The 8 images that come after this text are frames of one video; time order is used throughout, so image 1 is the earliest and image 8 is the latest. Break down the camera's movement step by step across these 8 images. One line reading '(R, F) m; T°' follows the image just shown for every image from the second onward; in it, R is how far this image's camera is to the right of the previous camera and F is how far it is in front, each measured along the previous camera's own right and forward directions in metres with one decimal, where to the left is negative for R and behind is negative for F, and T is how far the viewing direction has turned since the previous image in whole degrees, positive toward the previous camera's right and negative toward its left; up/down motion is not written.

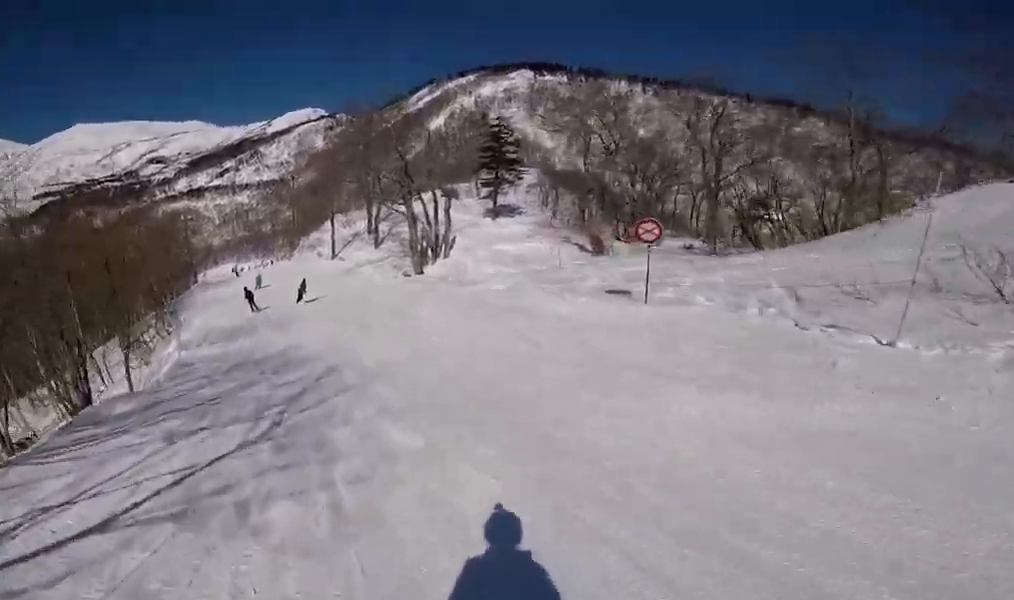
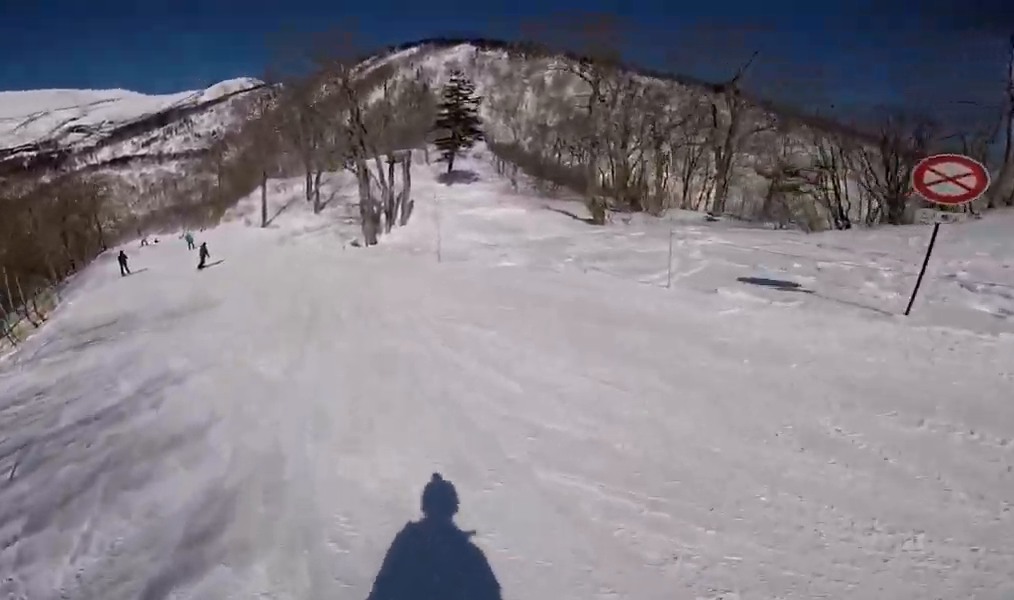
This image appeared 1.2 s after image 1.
(+1.2, +5.9) m; +11°
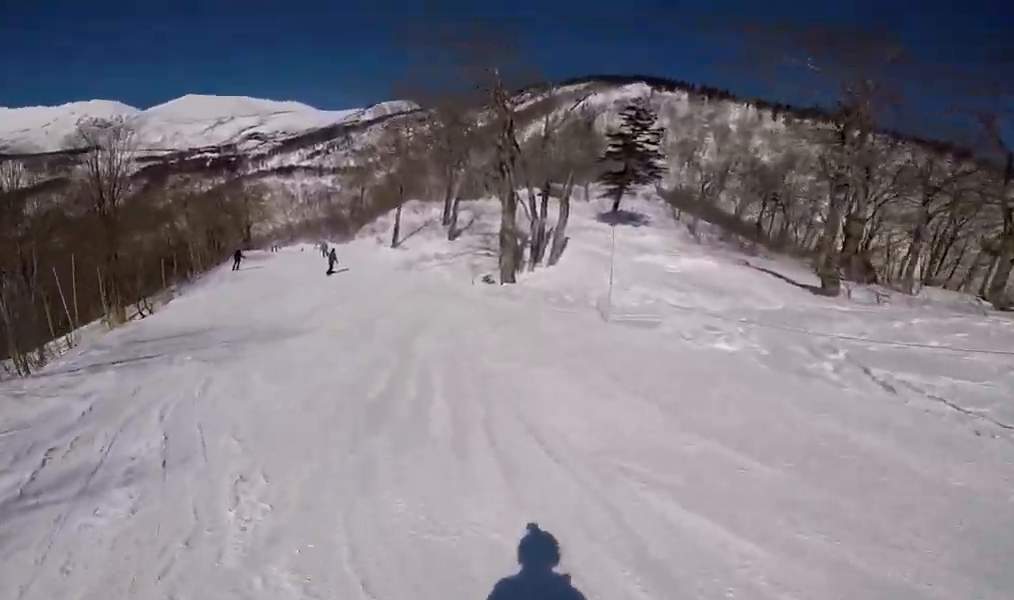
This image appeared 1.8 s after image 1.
(+0.6, +3.6) m; -8°
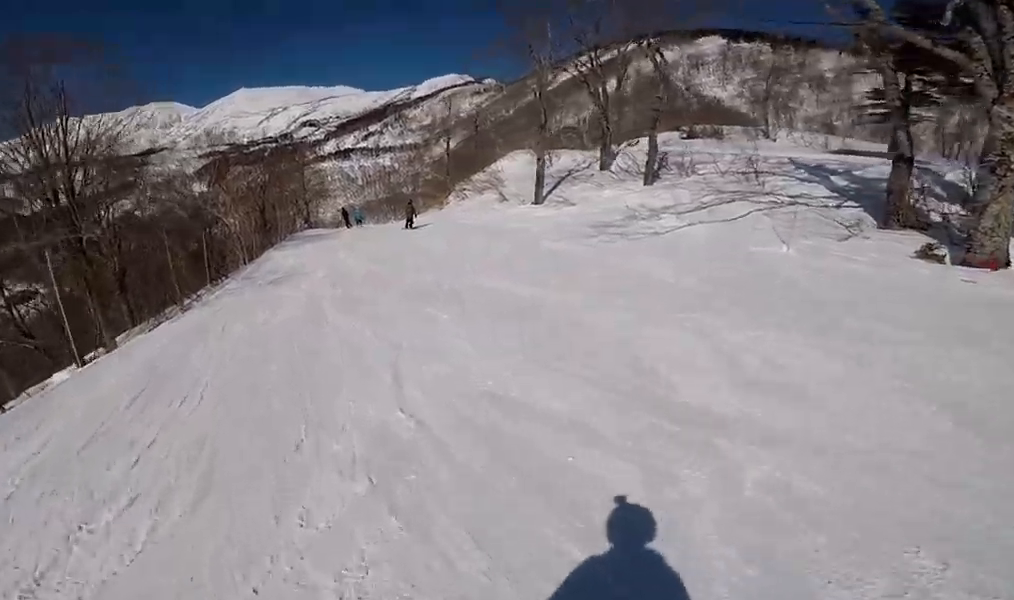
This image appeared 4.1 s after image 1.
(-3.3, +13.6) m; -6°
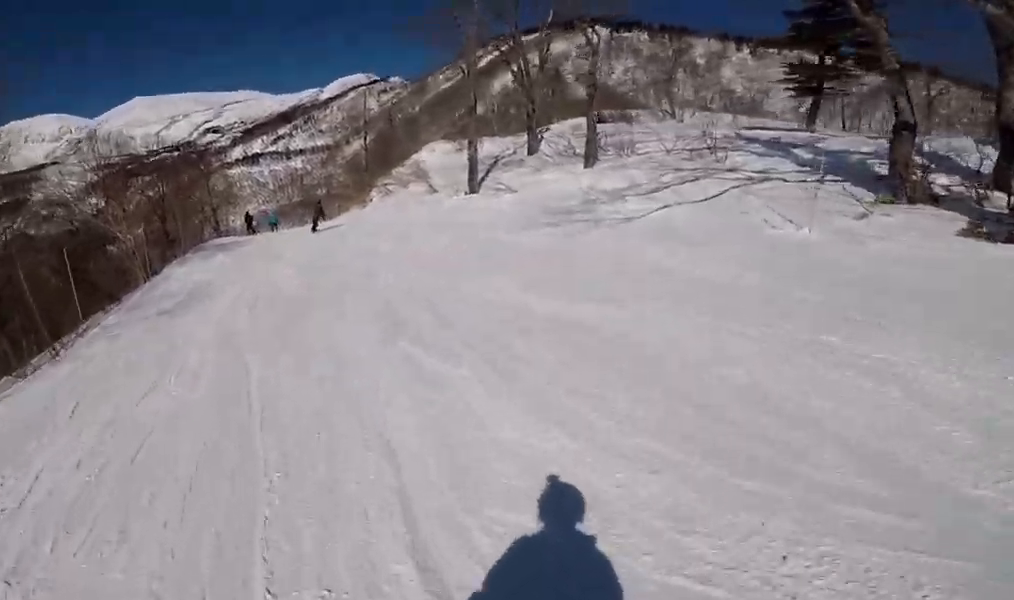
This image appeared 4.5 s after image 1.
(+0.4, +2.8) m; 0°
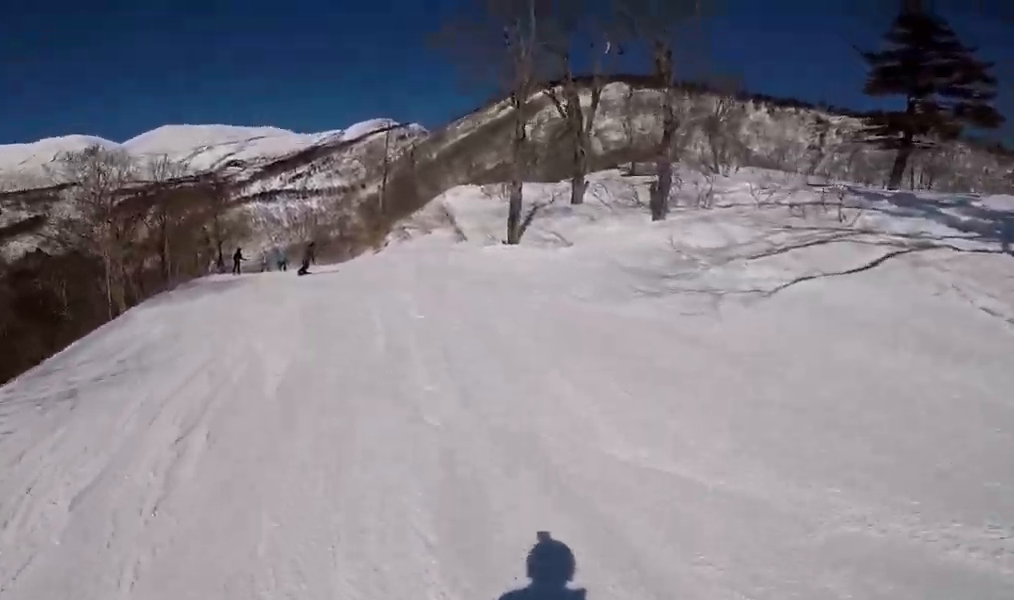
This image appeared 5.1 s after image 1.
(+0.1, +3.5) m; +1°
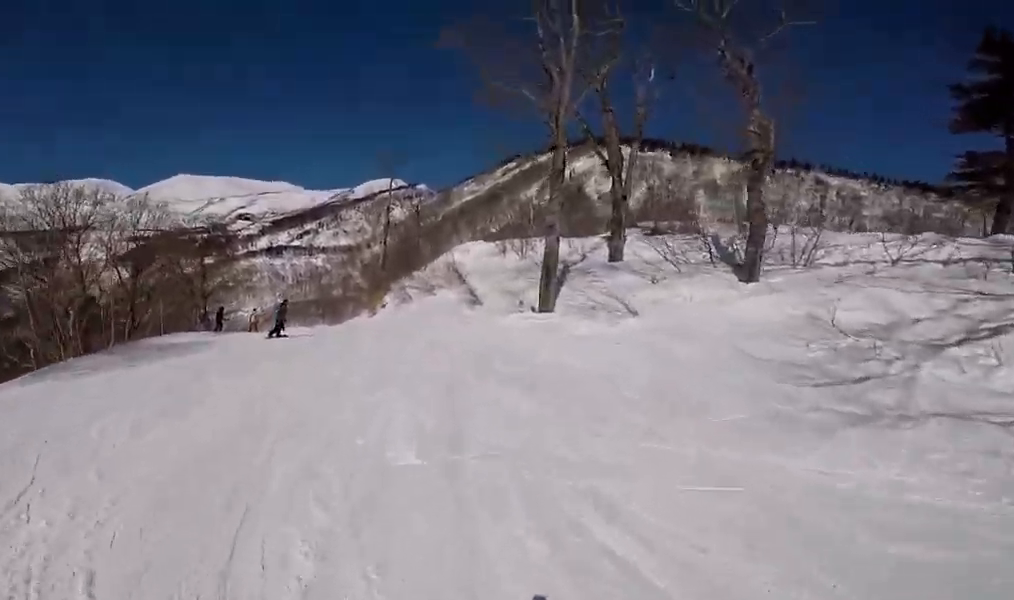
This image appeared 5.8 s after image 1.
(-0.8, +4.3) m; +6°
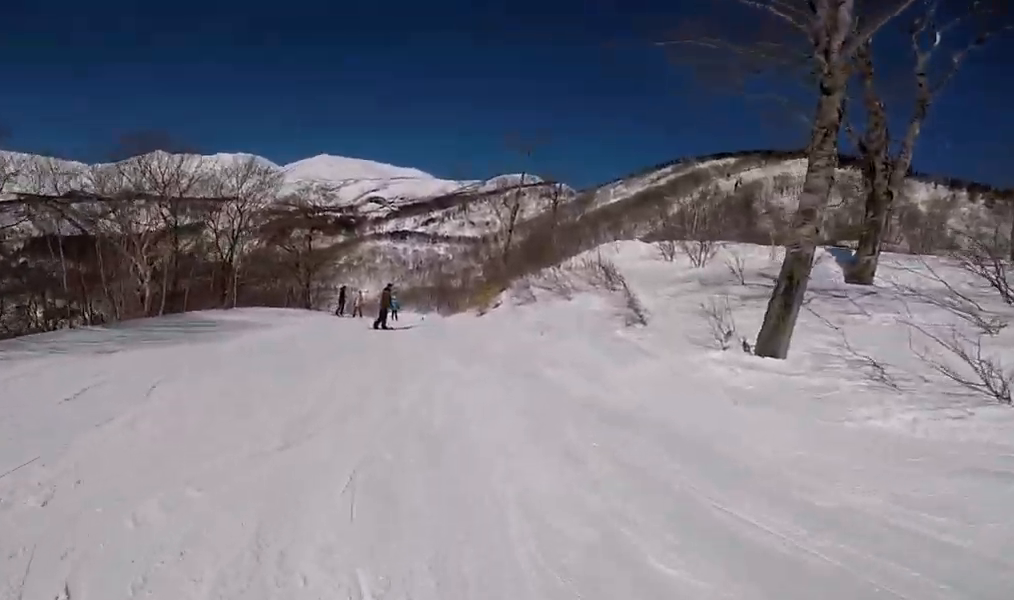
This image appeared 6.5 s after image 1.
(+1.1, +4.4) m; -7°
